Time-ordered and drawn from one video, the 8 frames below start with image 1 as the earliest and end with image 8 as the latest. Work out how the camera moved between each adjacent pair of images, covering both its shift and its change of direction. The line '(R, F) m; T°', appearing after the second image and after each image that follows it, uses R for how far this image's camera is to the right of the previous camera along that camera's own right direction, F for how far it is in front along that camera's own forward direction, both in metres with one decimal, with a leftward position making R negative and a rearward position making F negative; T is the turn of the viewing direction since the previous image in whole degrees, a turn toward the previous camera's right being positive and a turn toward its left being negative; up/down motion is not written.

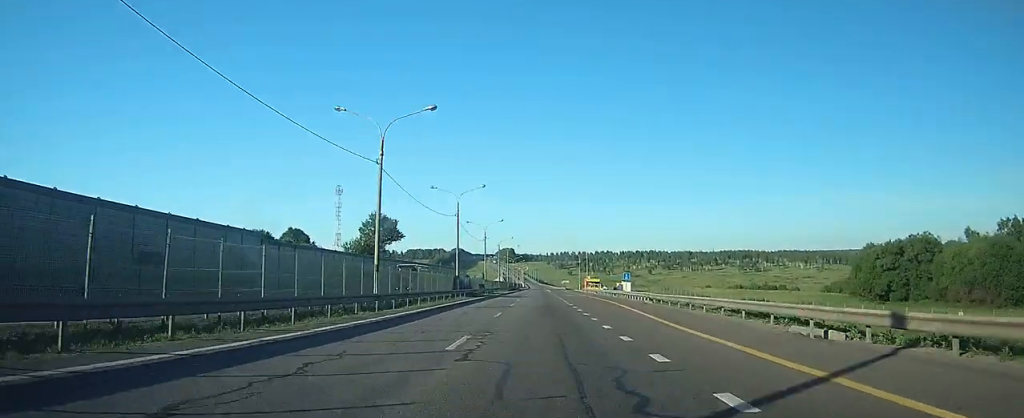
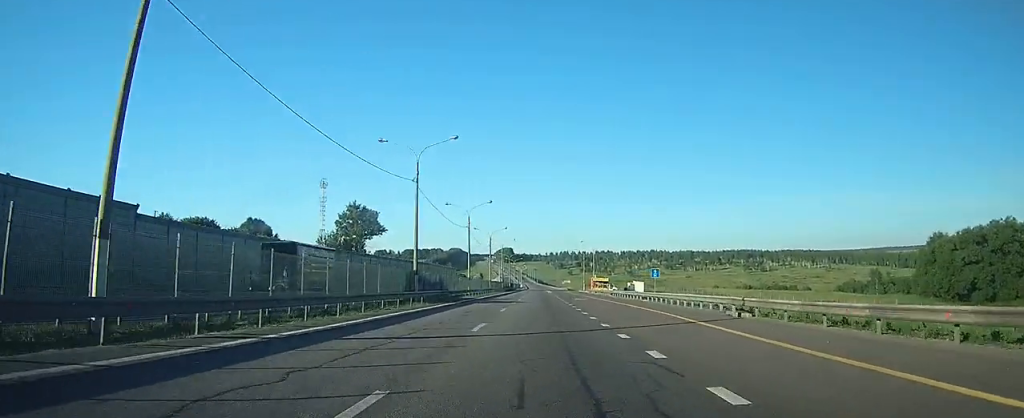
(-0.1, +19.8) m; 0°
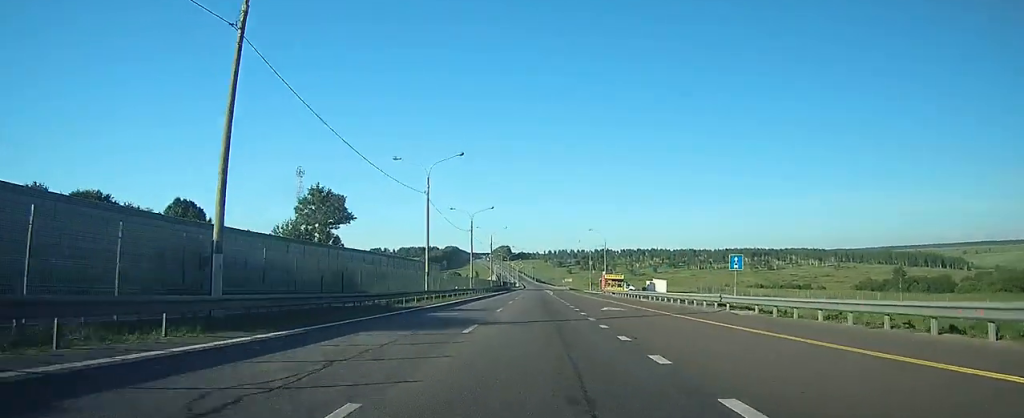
(0.0, +25.0) m; 0°
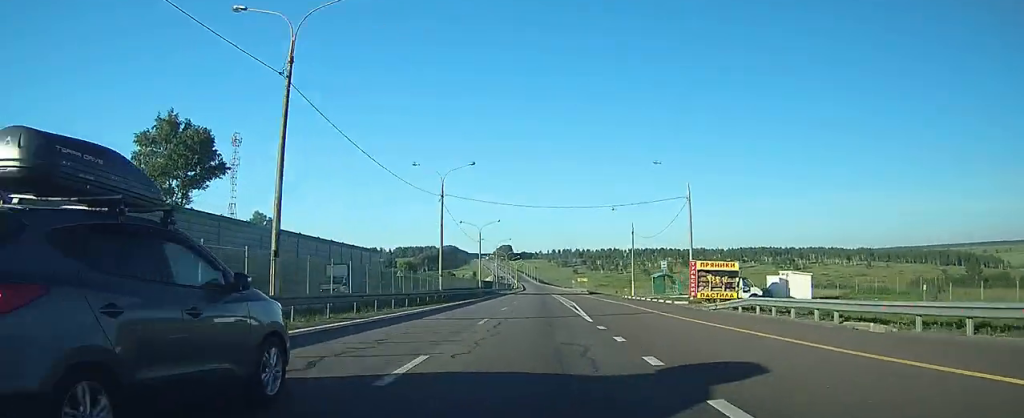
(+0.2, +56.8) m; 0°
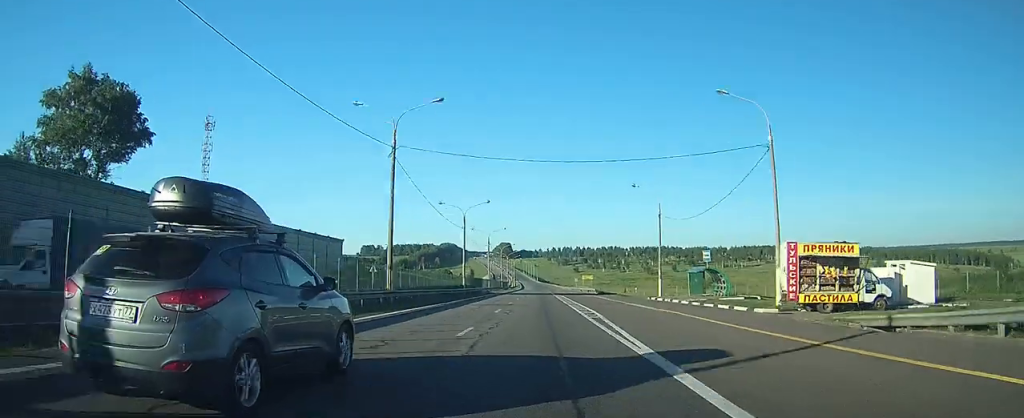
(0.0, +17.2) m; 0°
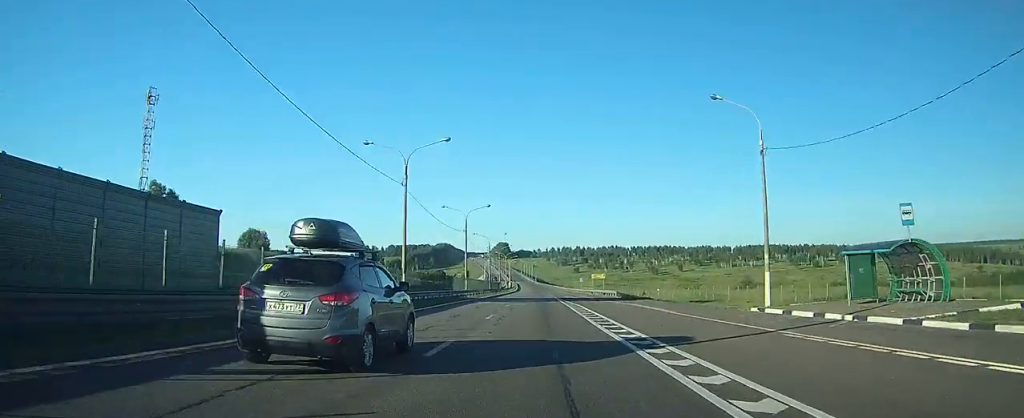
(0.0, +28.3) m; 0°
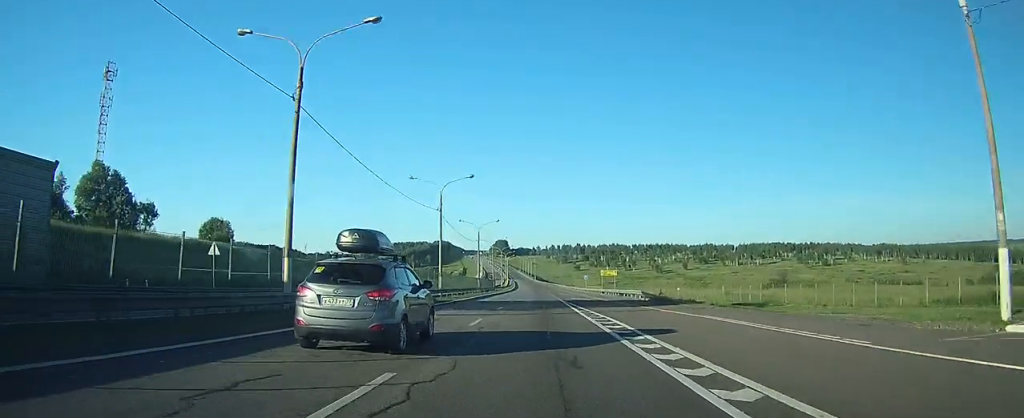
(0.0, +17.3) m; 0°
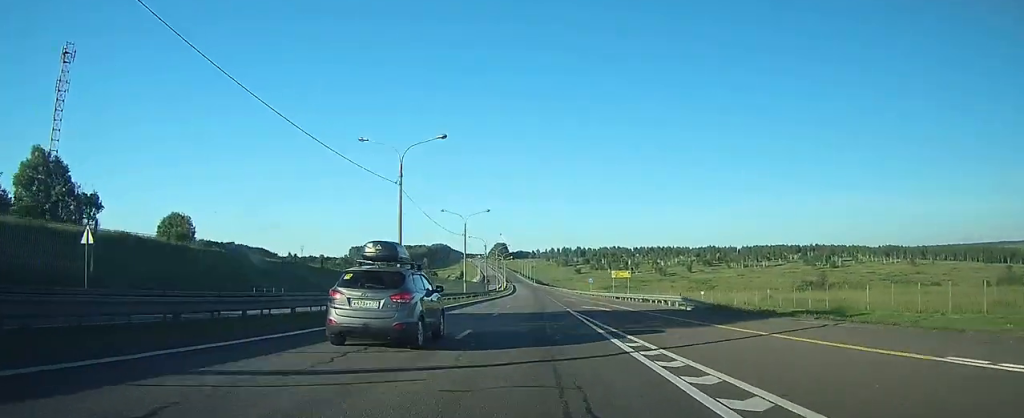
(0.0, +14.7) m; 0°
